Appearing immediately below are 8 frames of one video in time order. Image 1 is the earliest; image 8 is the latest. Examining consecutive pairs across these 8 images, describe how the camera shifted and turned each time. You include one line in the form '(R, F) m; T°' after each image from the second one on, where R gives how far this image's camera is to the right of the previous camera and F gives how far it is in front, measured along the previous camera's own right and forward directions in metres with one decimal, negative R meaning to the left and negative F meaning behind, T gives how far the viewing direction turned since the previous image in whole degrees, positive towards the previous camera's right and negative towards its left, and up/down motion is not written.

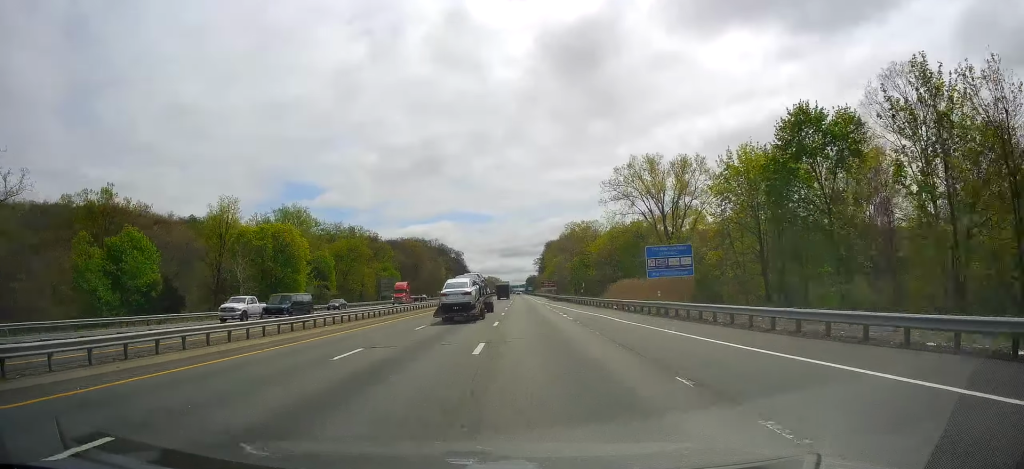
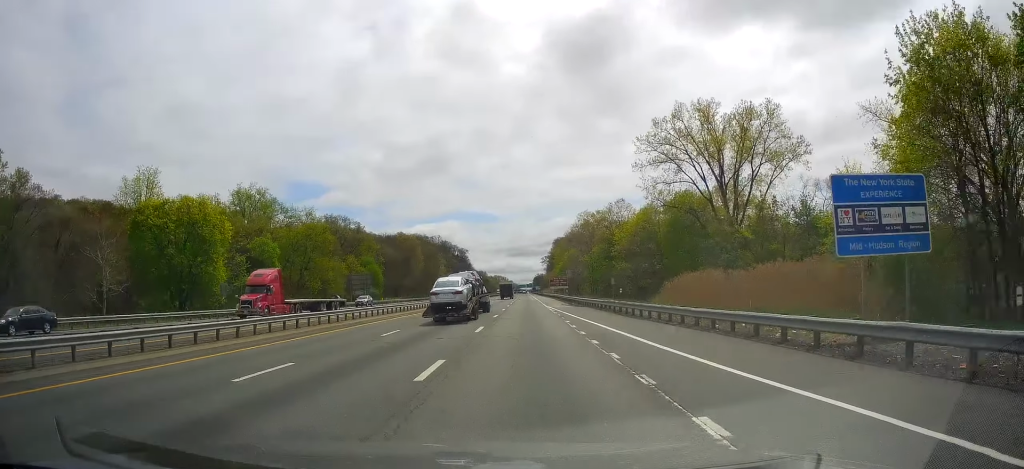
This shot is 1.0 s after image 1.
(0.0, +28.6) m; +1°
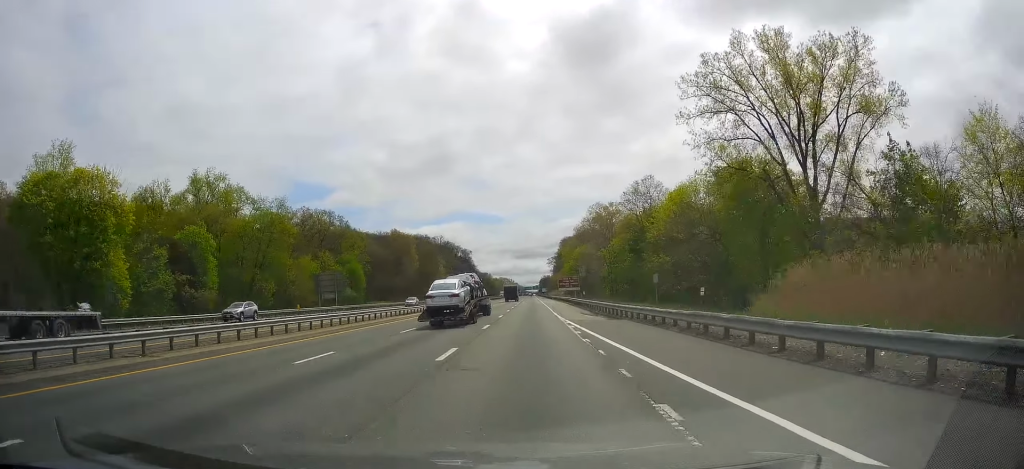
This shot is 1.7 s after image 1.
(+0.5, +20.7) m; 0°
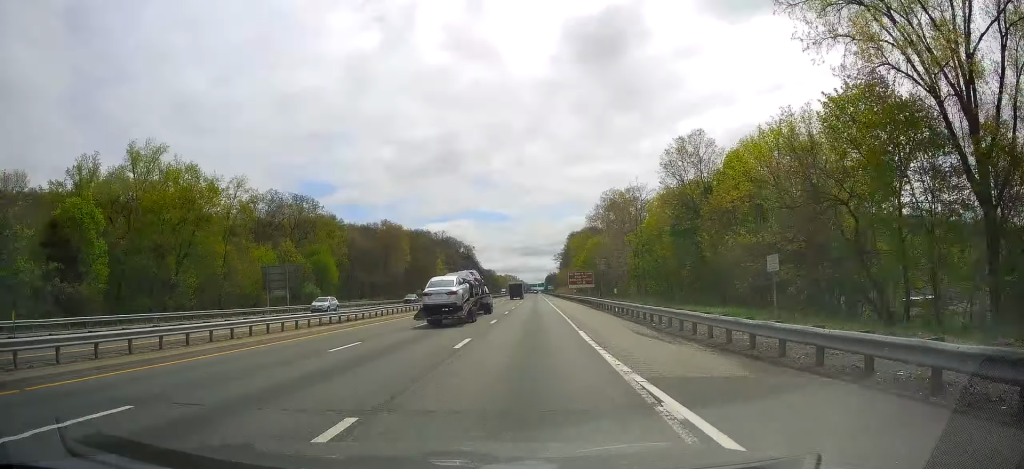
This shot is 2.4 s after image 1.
(0.0, +21.8) m; 0°
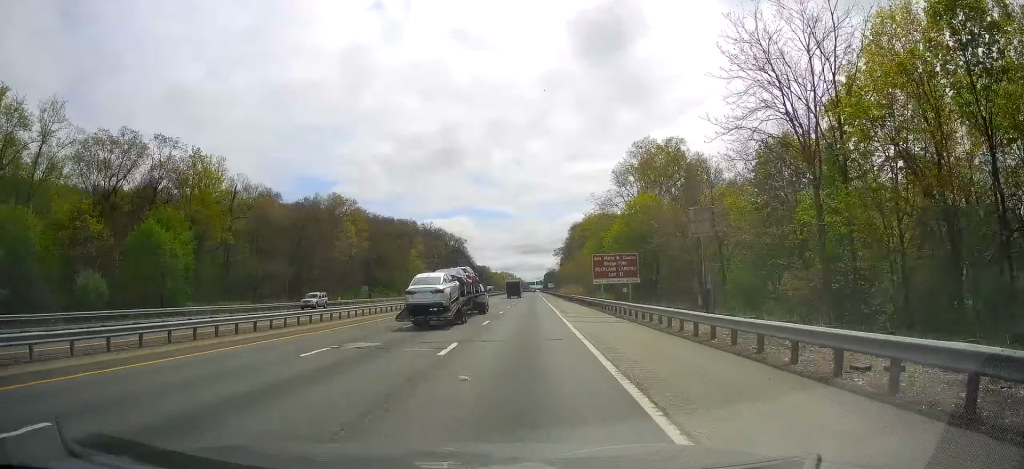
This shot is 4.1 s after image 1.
(-0.9, +50.5) m; -2°
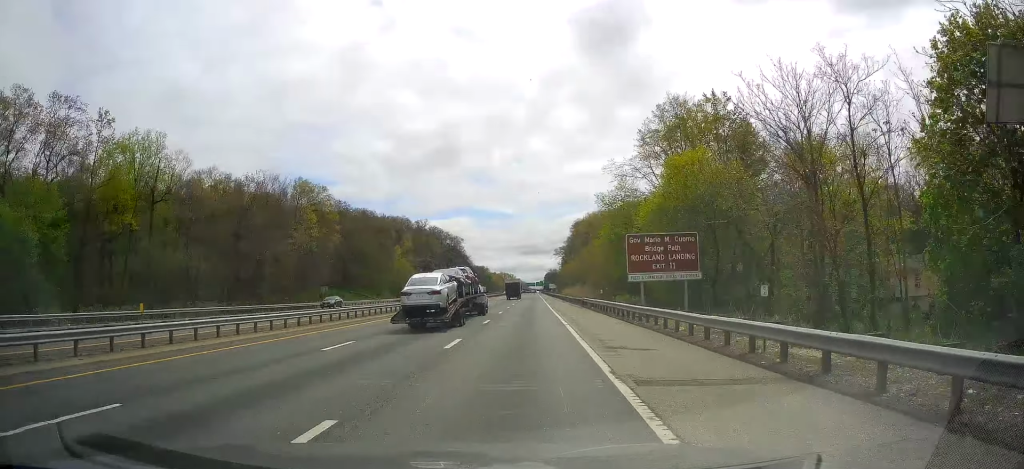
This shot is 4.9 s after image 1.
(-0.1, +22.8) m; 0°
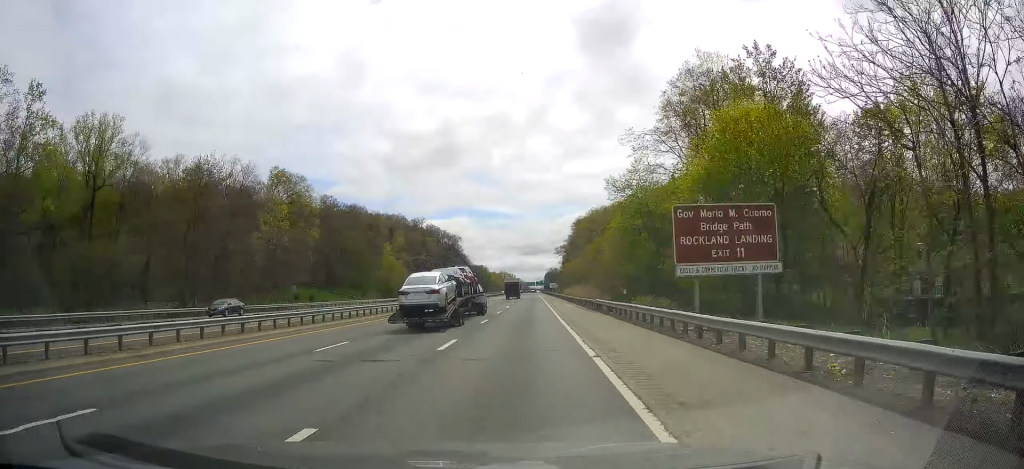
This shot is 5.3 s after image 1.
(0.0, +12.8) m; 0°
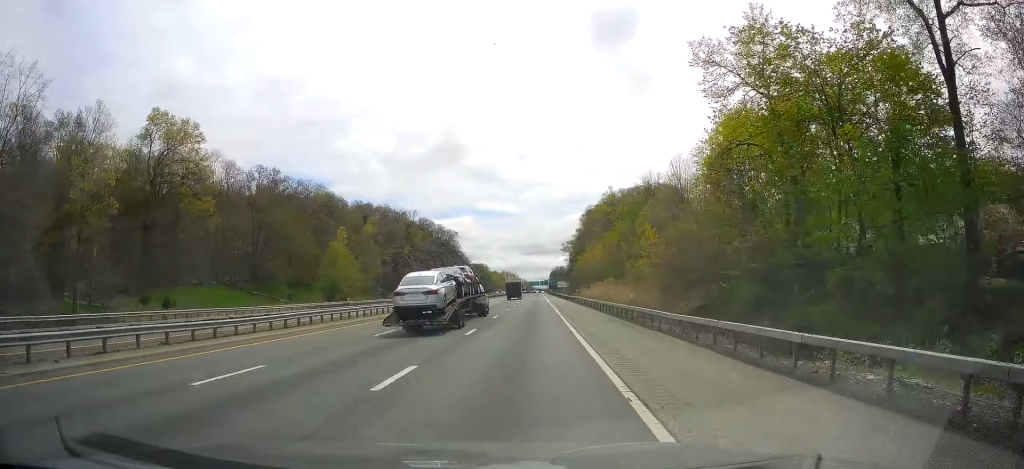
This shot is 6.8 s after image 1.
(+0.3, +43.3) m; 0°
